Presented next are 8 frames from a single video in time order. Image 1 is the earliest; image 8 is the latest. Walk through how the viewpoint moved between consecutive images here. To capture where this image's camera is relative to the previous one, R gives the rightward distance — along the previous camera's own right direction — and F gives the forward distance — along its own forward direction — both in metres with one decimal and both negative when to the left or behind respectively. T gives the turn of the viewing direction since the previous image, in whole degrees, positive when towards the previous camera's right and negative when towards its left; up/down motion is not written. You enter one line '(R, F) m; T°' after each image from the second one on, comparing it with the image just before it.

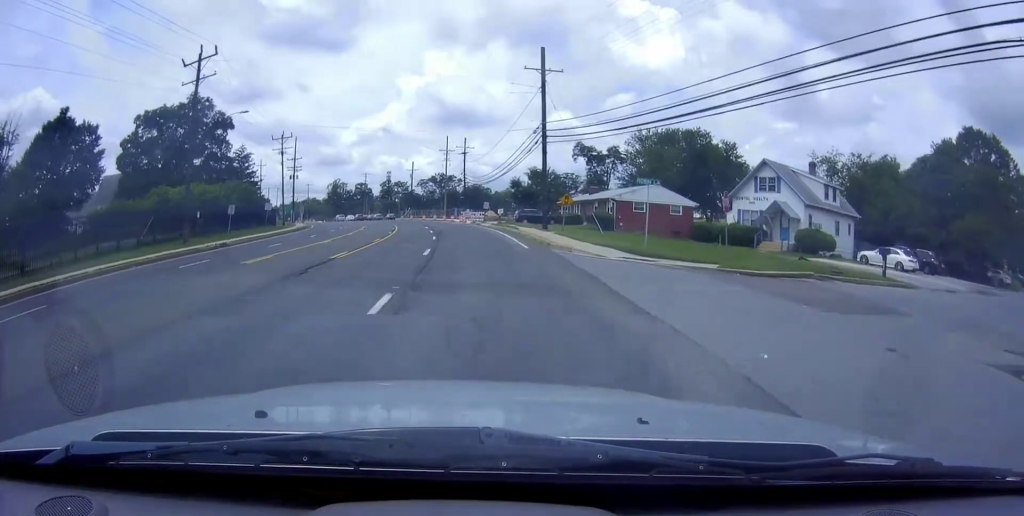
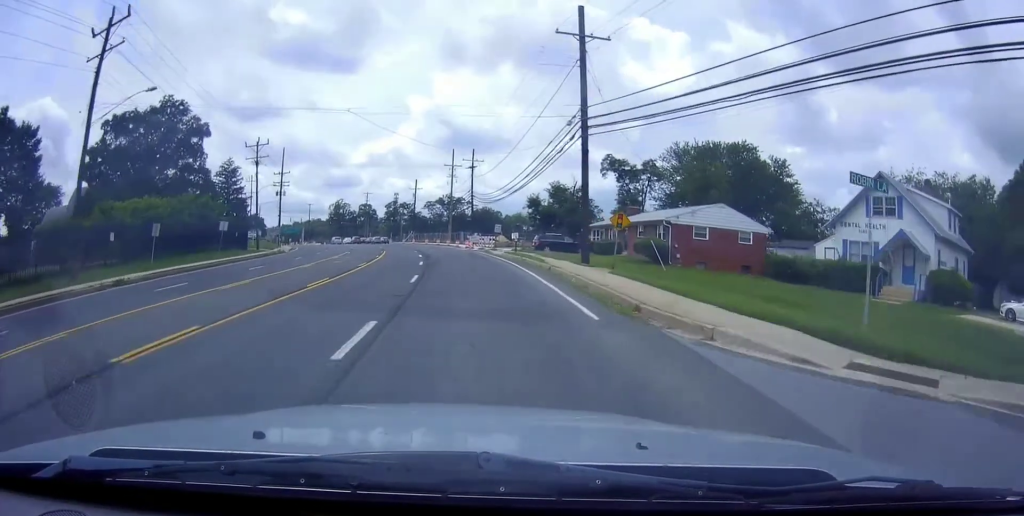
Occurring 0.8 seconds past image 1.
(-0.1, +13.6) m; -2°
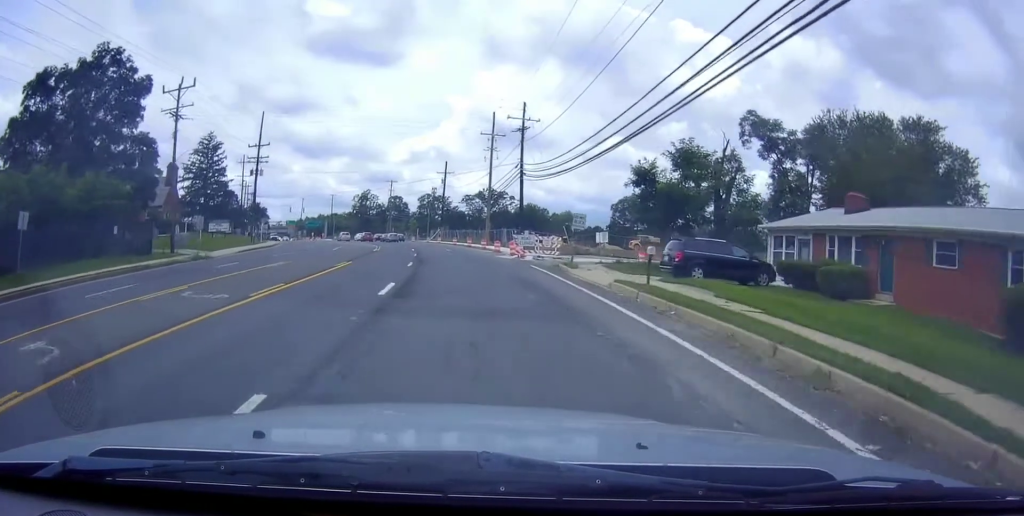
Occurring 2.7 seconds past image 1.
(-0.9, +28.3) m; -3°
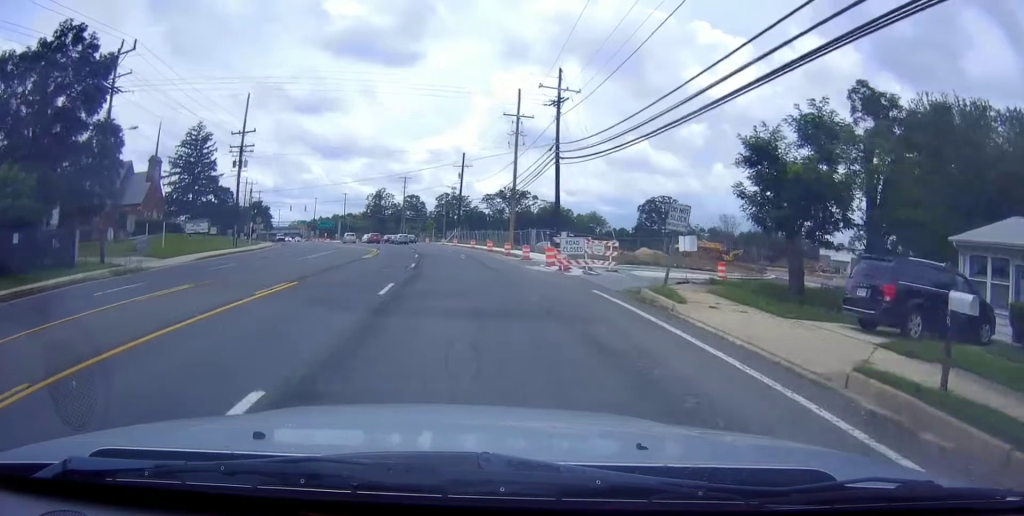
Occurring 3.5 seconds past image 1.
(0.0, +11.1) m; -2°
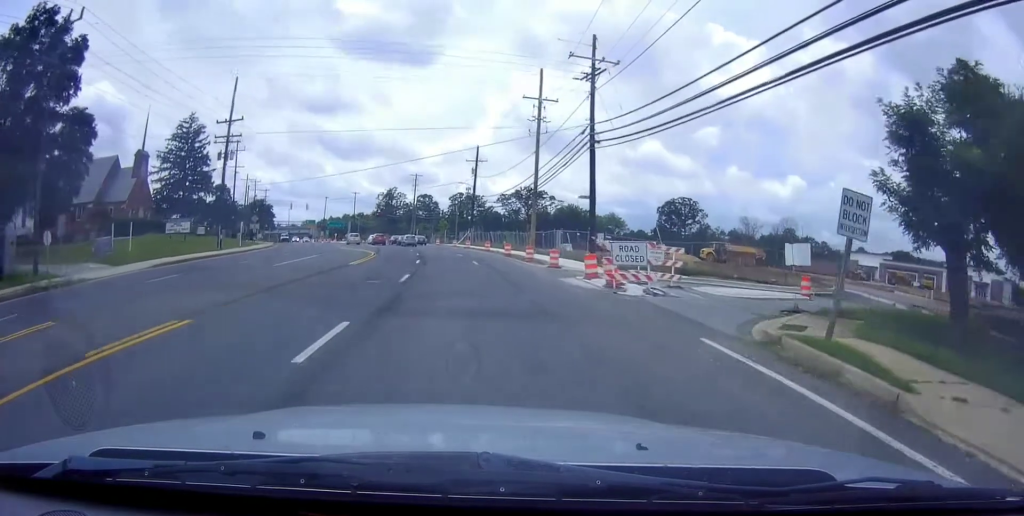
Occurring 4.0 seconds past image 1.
(-0.3, +7.2) m; -1°
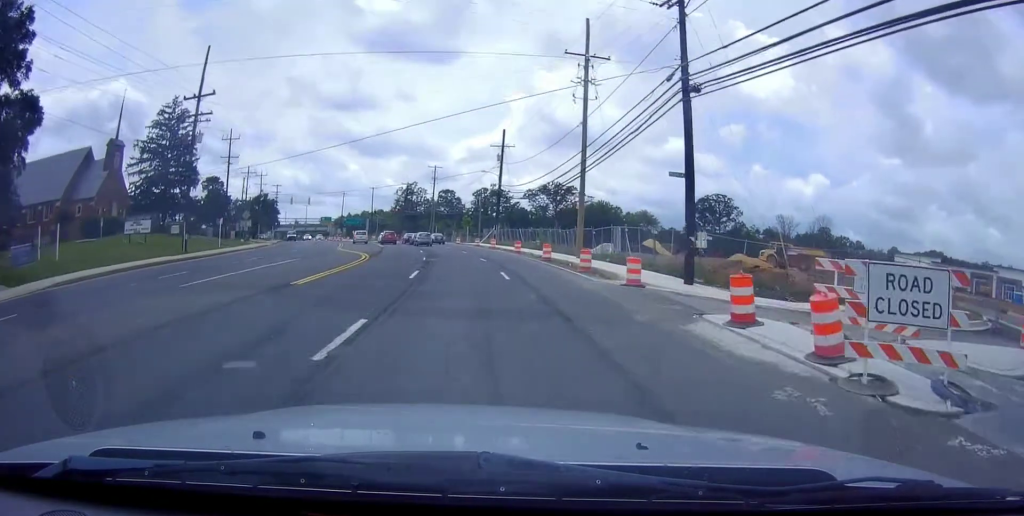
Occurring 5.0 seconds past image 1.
(-0.2, +11.3) m; -2°
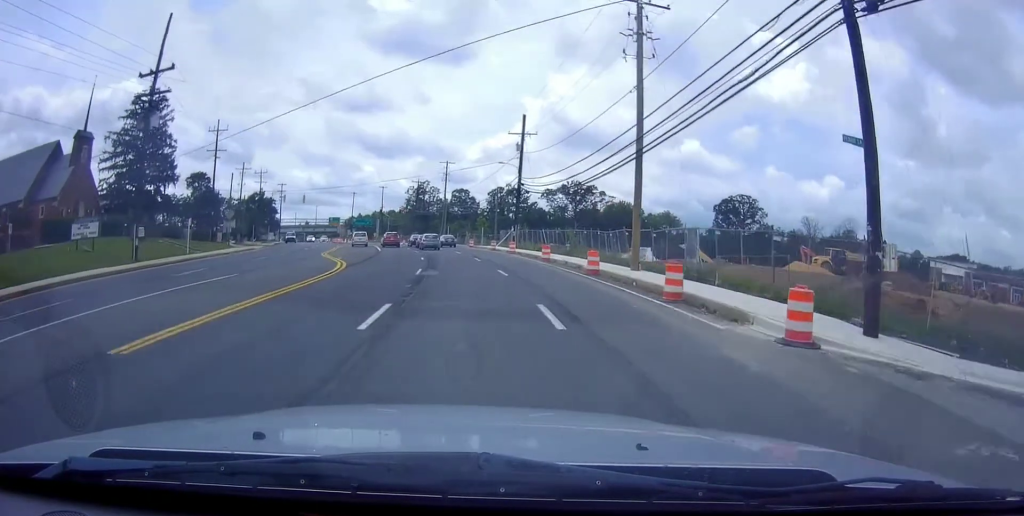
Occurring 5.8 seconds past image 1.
(-0.1, +9.2) m; -1°
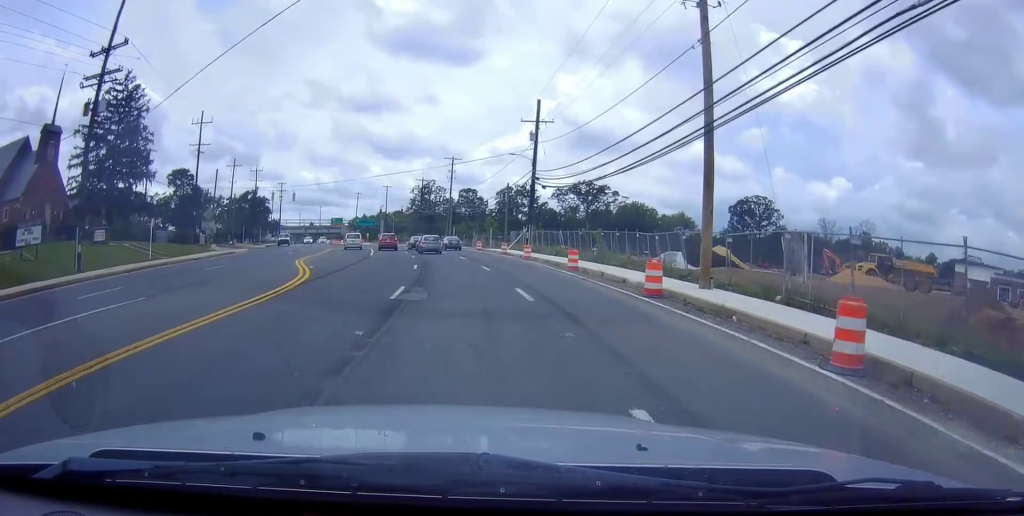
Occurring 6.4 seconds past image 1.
(-0.1, +6.9) m; -1°
